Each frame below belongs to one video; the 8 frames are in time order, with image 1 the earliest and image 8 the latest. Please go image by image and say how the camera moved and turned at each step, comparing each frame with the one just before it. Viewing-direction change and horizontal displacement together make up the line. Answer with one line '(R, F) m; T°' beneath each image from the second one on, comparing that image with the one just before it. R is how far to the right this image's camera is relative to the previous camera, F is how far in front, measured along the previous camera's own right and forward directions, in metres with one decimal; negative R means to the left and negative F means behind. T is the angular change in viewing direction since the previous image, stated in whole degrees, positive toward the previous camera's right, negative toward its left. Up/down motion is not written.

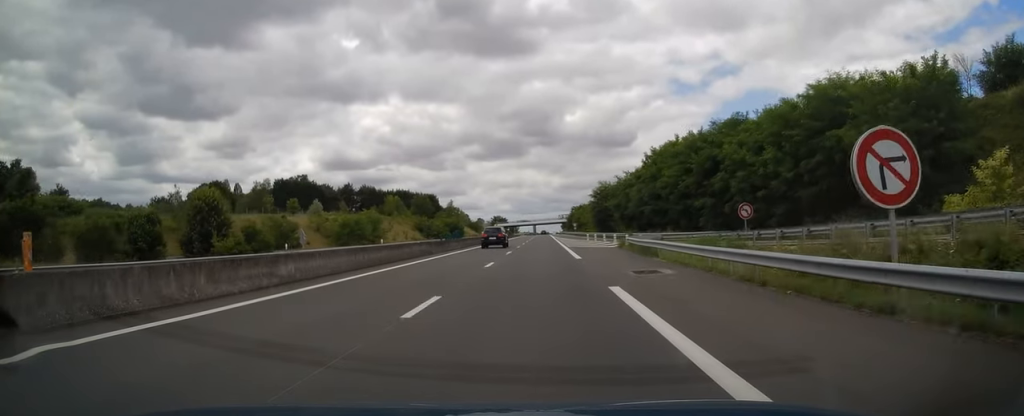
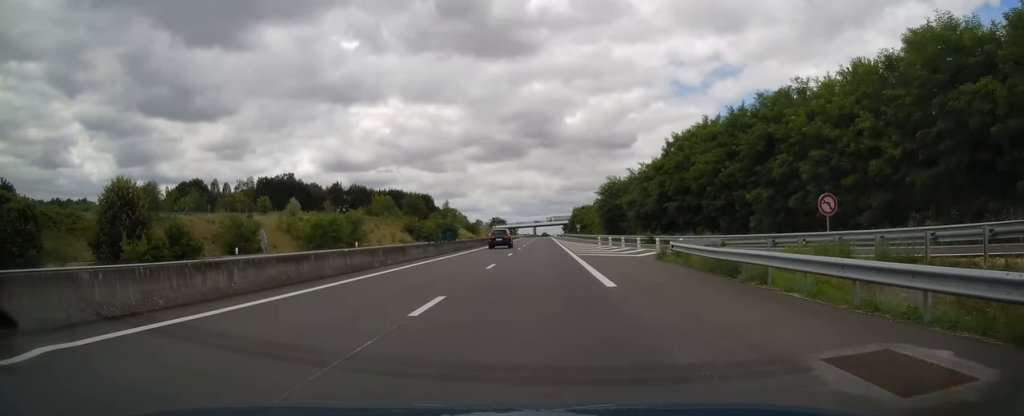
(+0.2, +12.6) m; 0°
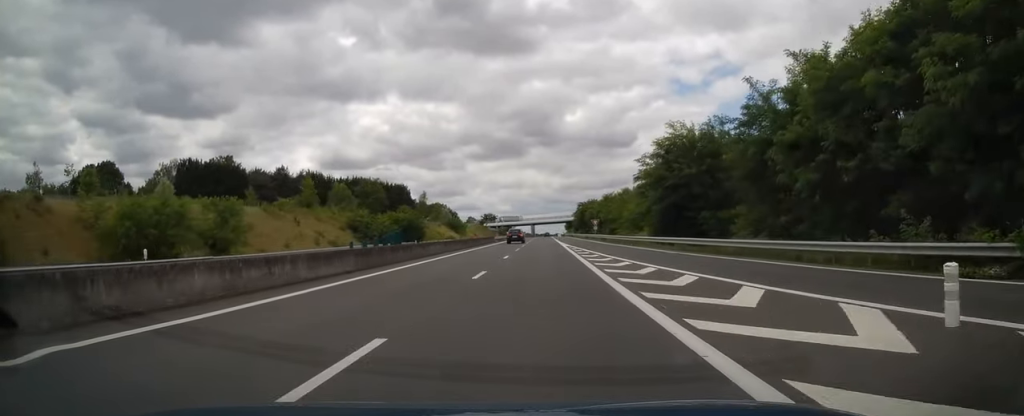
(+0.4, +44.0) m; 0°
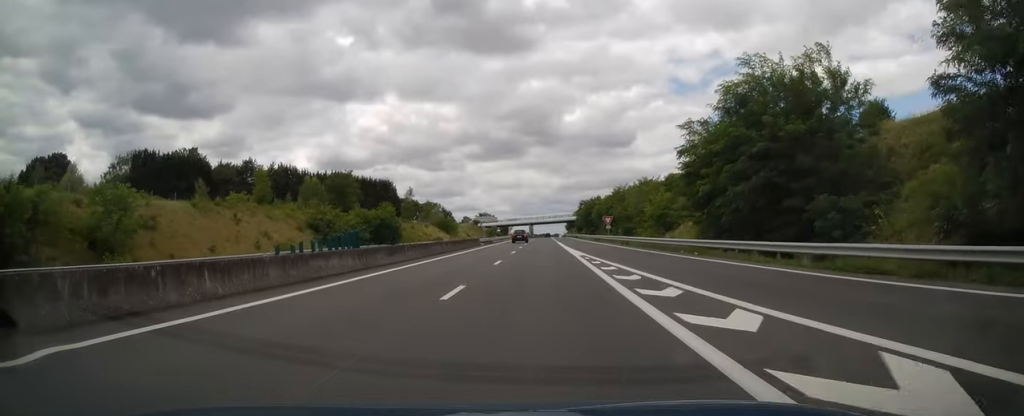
(-0.3, +18.3) m; -1°
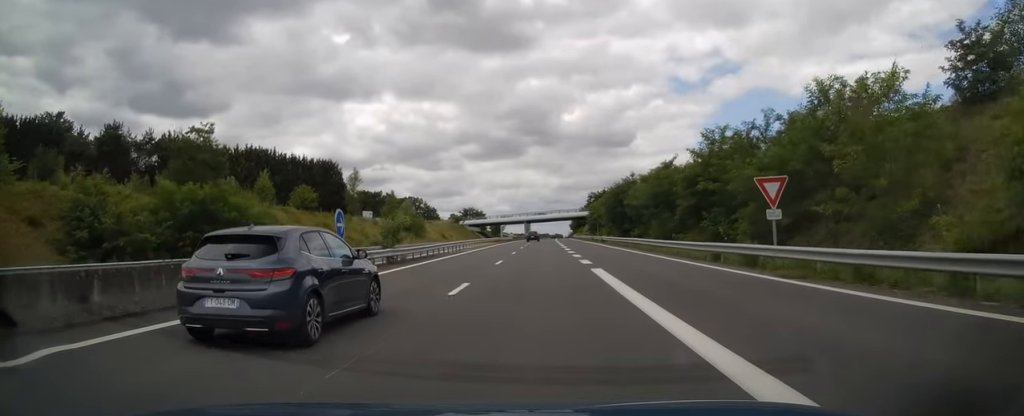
(-0.3, +50.8) m; 0°
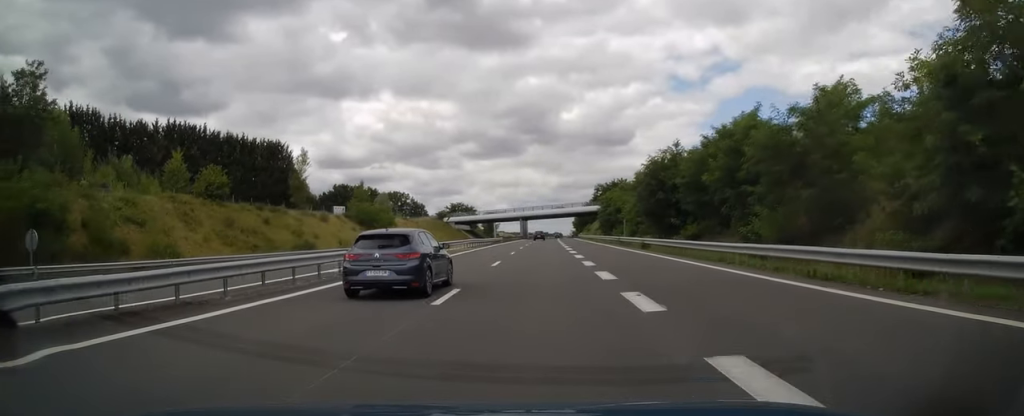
(+0.1, +27.7) m; +1°
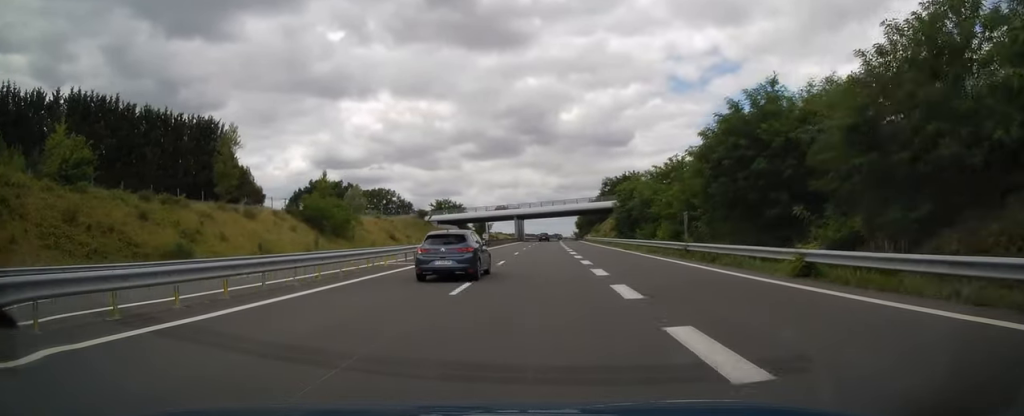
(+0.2, +23.8) m; +1°
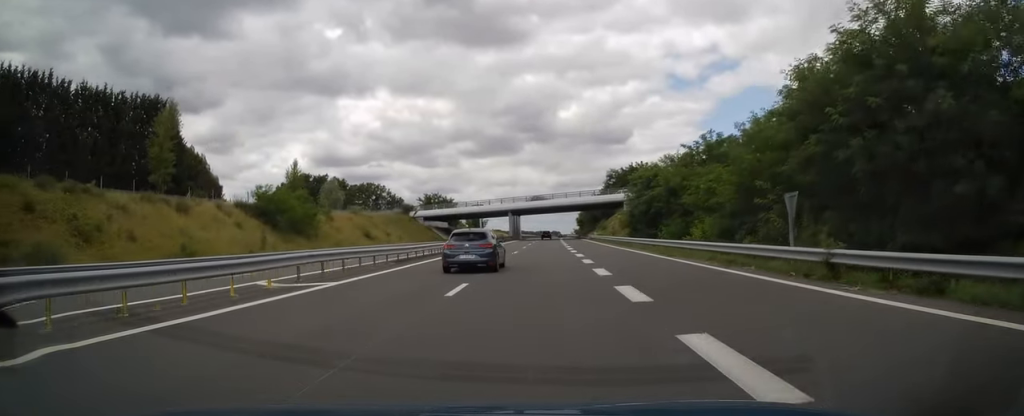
(0.0, +13.6) m; 0°
